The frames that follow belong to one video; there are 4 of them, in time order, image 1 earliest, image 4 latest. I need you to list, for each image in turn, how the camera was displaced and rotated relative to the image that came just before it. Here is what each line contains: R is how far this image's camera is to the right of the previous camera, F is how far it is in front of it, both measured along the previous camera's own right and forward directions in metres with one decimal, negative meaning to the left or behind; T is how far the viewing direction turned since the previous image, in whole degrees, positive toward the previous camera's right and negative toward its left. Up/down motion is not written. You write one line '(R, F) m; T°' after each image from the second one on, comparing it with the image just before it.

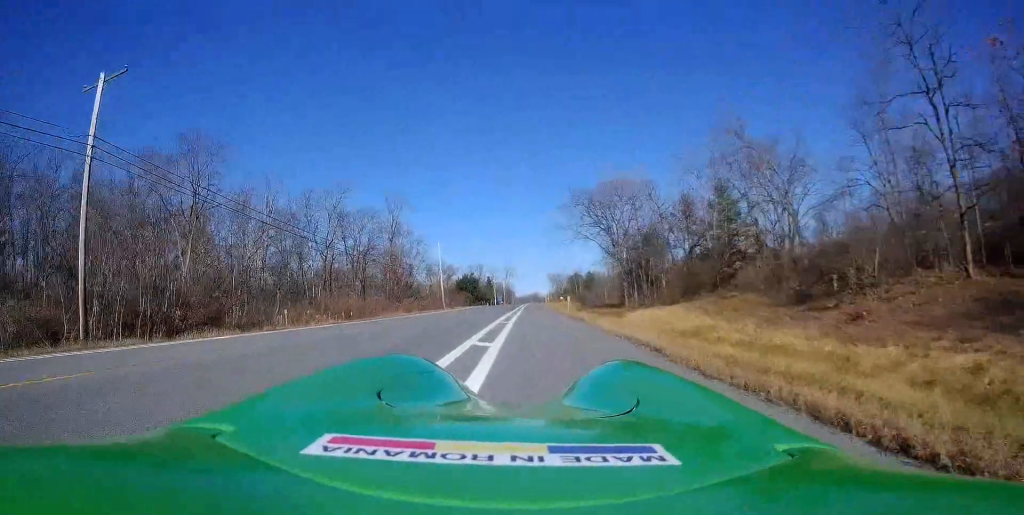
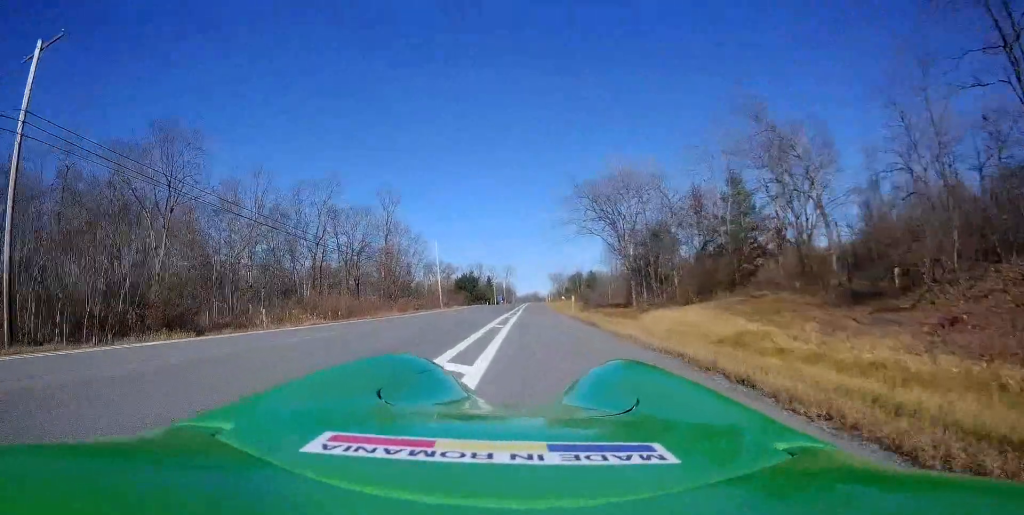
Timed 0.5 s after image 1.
(0.0, +3.5) m; 0°
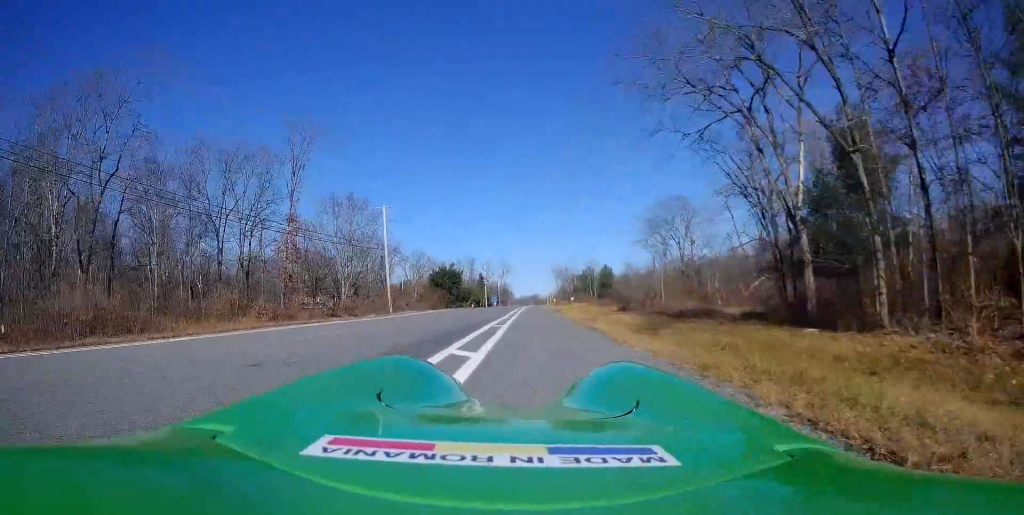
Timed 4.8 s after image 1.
(+0.8, +33.4) m; 0°
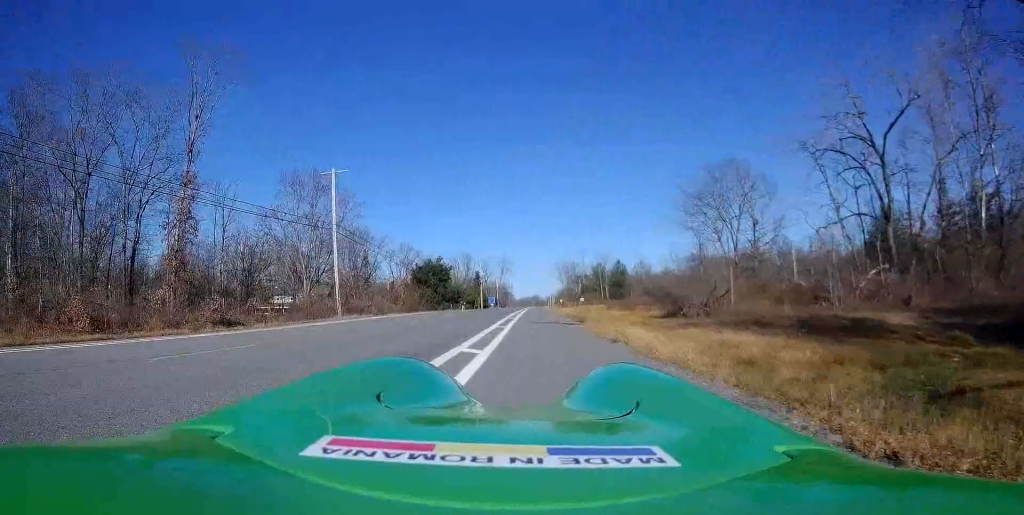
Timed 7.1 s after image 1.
(+0.5, +17.1) m; +3°
